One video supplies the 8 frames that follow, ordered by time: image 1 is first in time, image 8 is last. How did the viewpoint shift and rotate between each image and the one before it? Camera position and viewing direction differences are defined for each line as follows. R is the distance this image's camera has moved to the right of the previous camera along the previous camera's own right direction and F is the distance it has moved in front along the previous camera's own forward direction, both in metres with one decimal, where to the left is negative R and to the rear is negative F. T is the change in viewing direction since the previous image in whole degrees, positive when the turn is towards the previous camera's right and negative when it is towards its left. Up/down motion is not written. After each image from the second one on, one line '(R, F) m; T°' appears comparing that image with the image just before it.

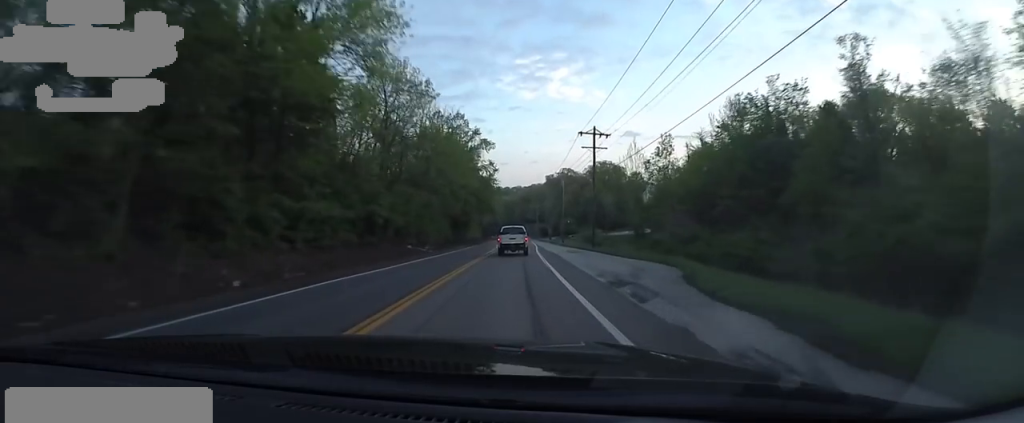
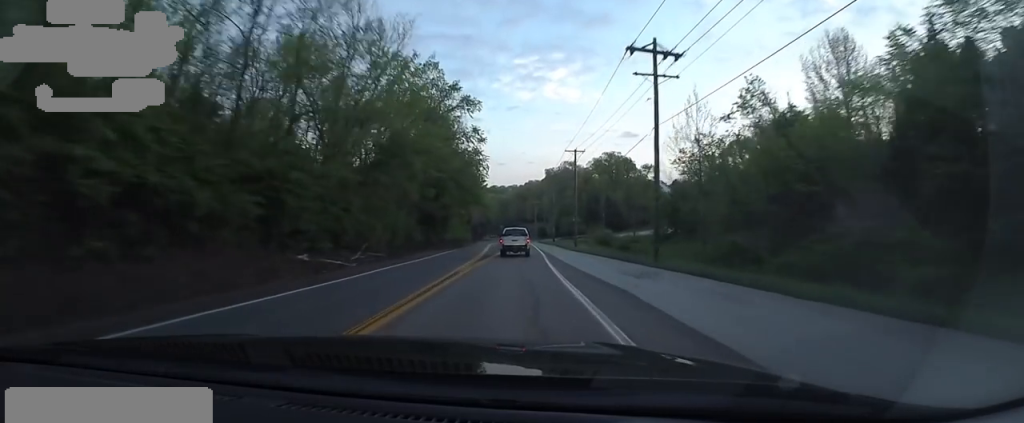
(+0.1, +20.5) m; 0°
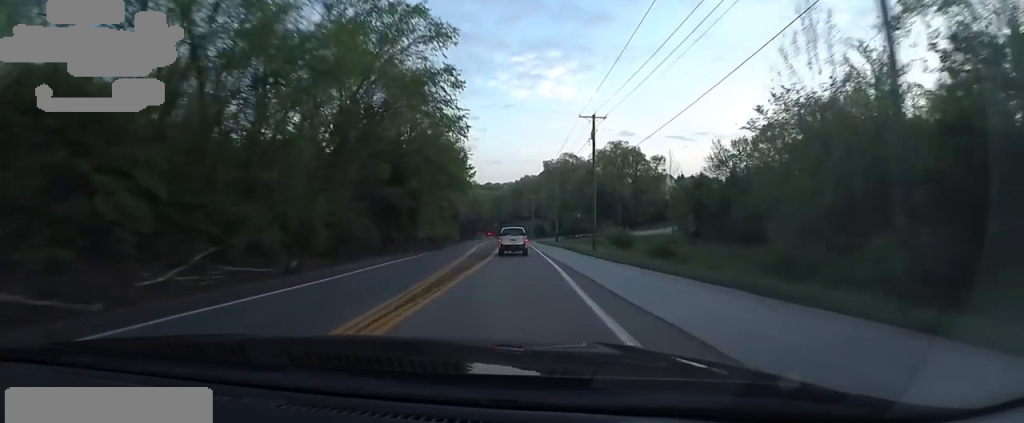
(0.0, +15.9) m; 0°
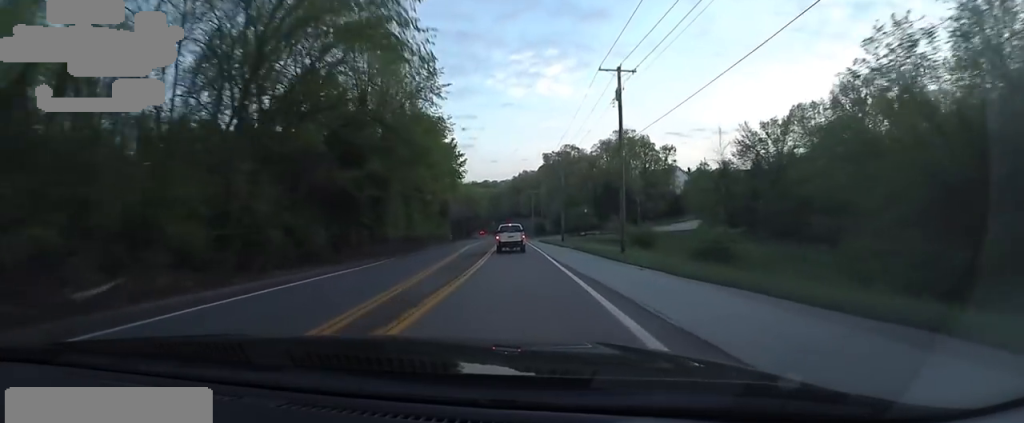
(0.0, +11.1) m; 0°
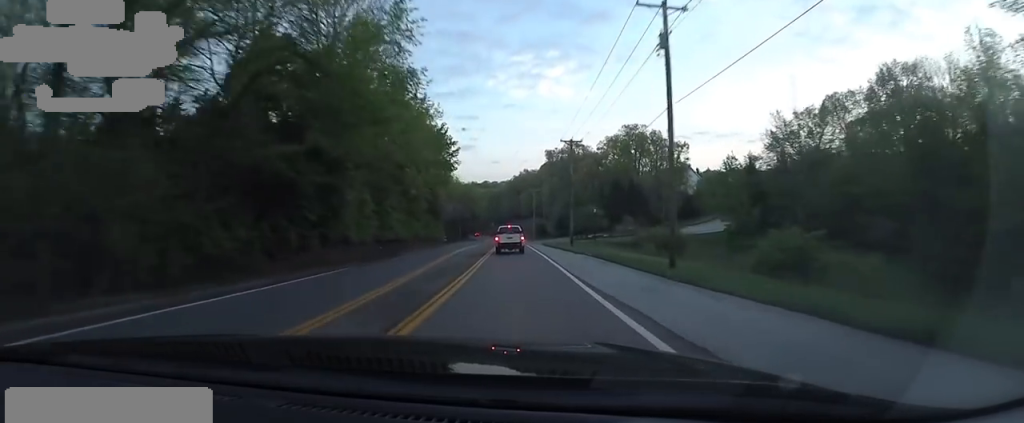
(-0.1, +8.9) m; 0°
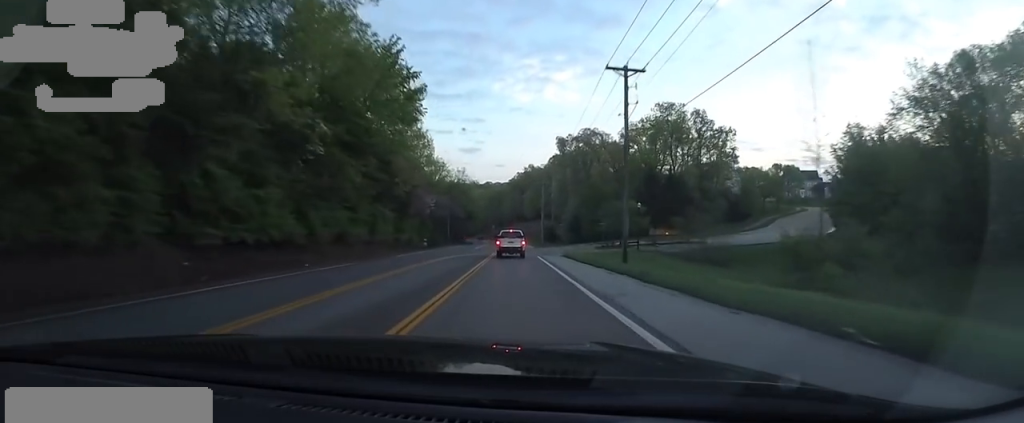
(0.0, +23.5) m; 0°
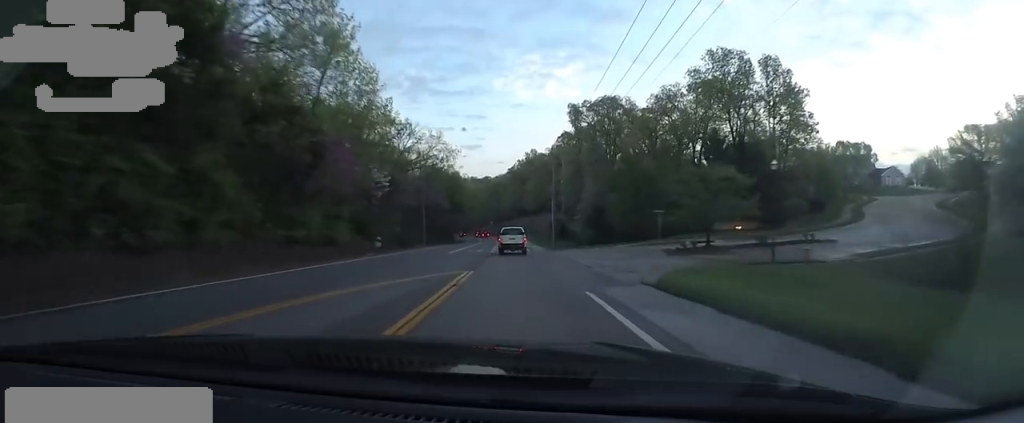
(-0.1, +25.2) m; 0°
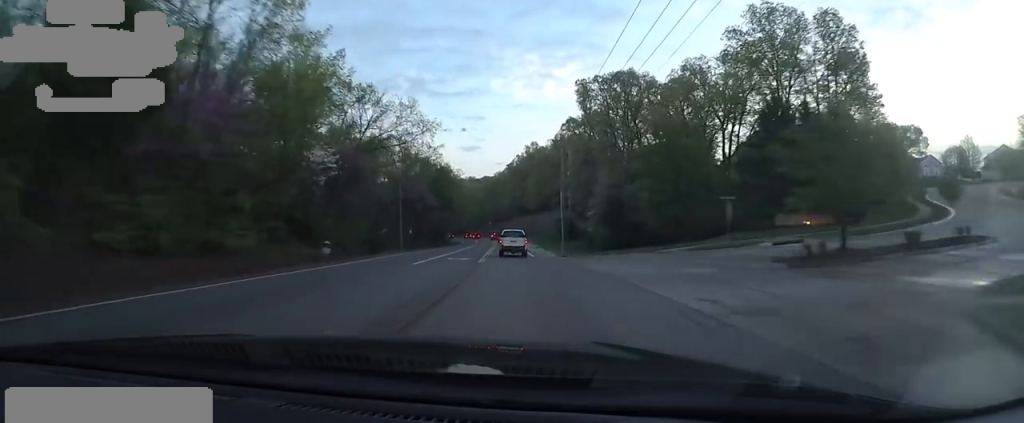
(+0.1, +13.6) m; 0°
